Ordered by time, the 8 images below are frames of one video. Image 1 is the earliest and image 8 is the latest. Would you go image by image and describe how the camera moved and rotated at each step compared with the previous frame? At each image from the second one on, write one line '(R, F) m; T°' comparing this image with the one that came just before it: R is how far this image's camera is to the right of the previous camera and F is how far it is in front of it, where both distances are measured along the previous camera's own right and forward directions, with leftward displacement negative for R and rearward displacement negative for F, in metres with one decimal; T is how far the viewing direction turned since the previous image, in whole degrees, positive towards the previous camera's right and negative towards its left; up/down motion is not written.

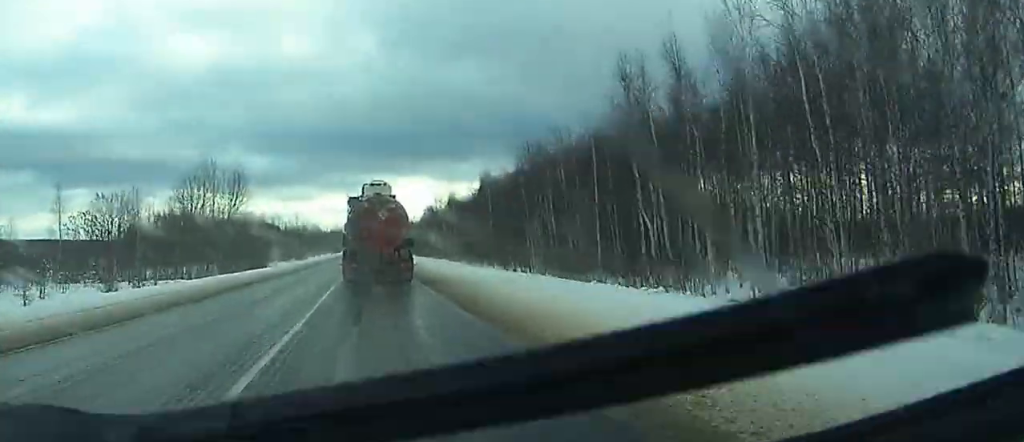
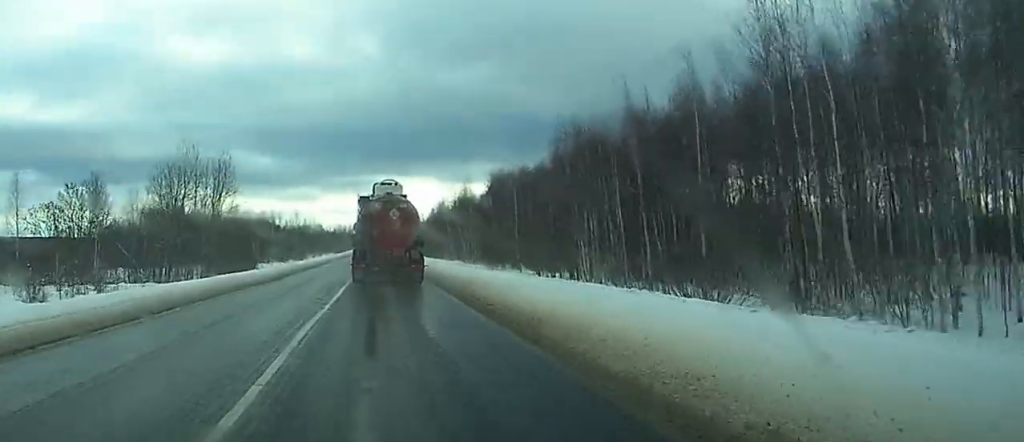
(0.0, +15.2) m; 0°
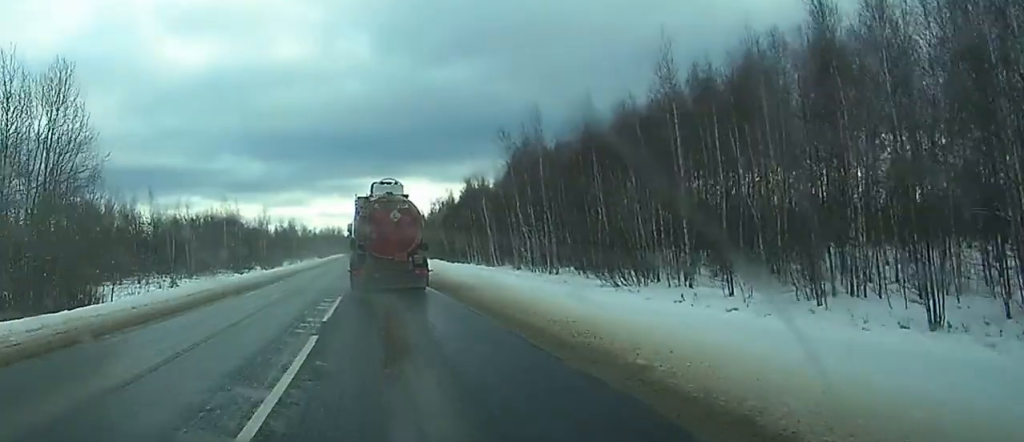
(0.0, +52.1) m; 0°
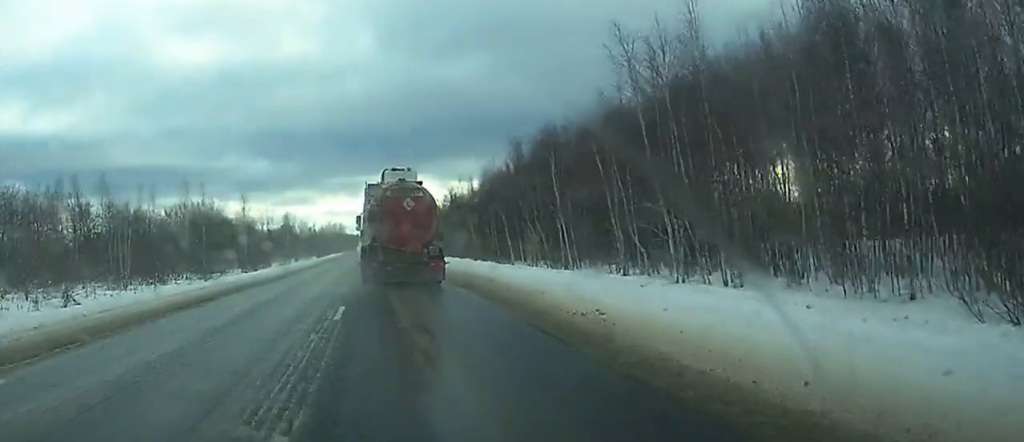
(-0.1, +30.9) m; 0°
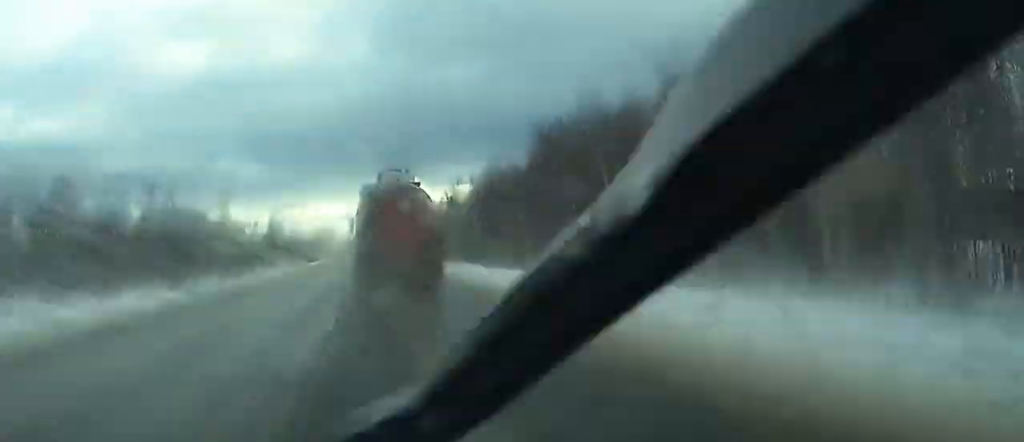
(0.0, +13.5) m; 0°
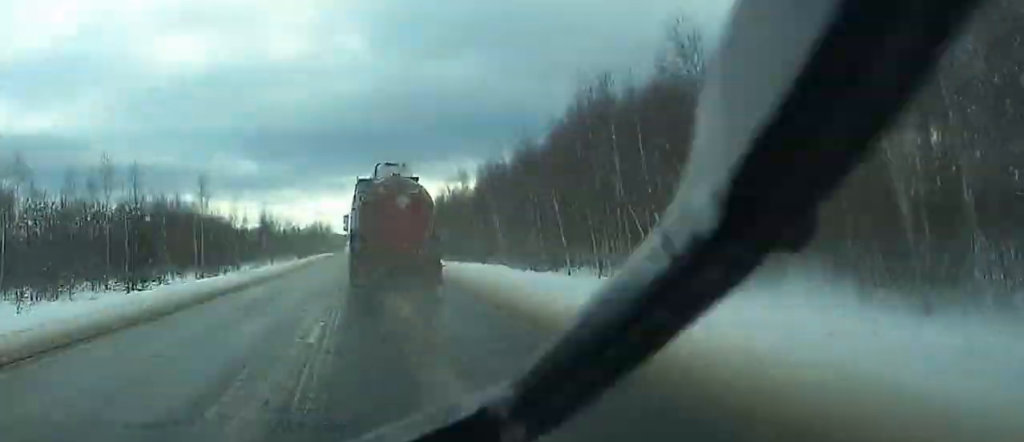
(0.0, +13.4) m; 0°
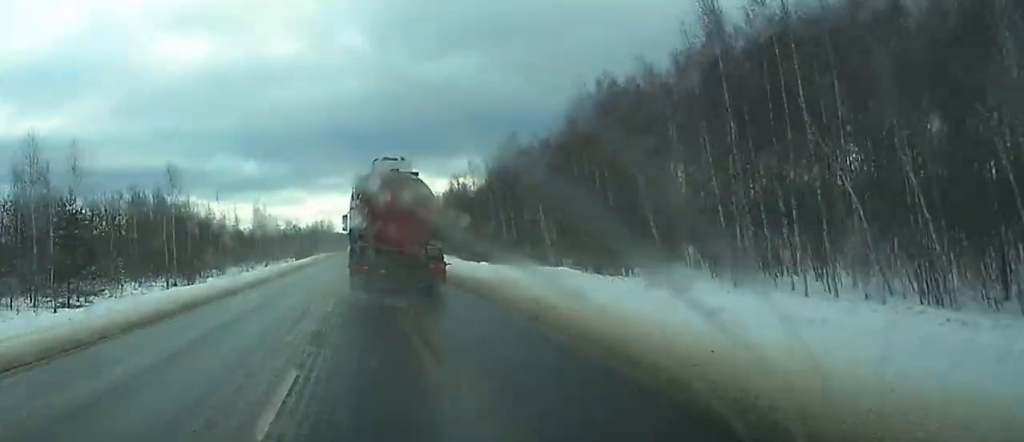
(0.0, +17.4) m; 0°
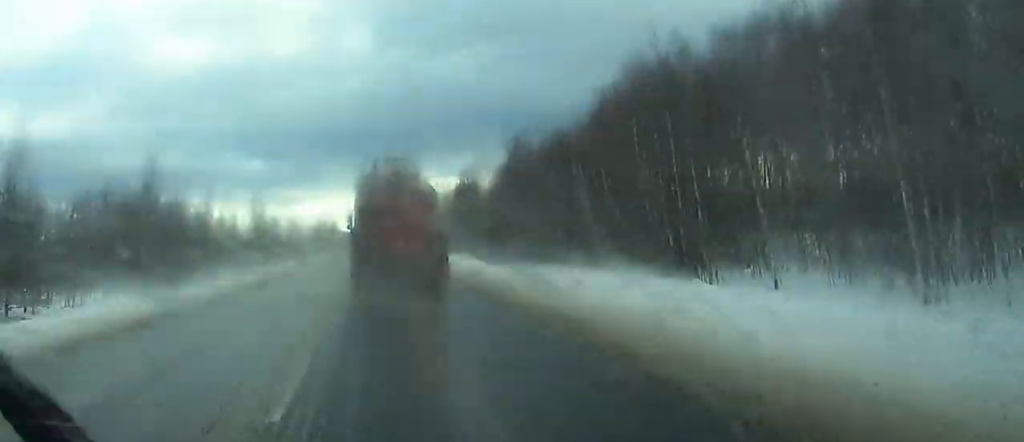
(0.0, +11.0) m; 0°
